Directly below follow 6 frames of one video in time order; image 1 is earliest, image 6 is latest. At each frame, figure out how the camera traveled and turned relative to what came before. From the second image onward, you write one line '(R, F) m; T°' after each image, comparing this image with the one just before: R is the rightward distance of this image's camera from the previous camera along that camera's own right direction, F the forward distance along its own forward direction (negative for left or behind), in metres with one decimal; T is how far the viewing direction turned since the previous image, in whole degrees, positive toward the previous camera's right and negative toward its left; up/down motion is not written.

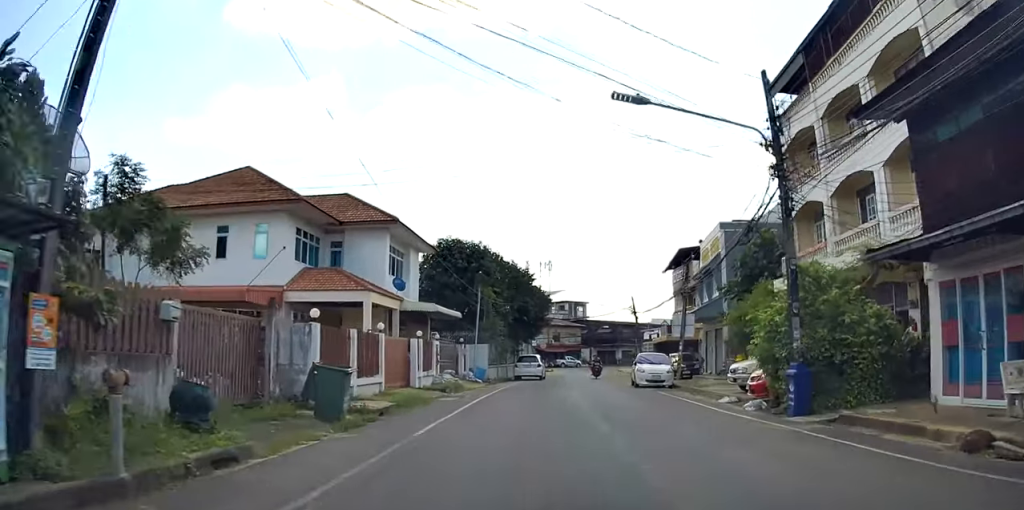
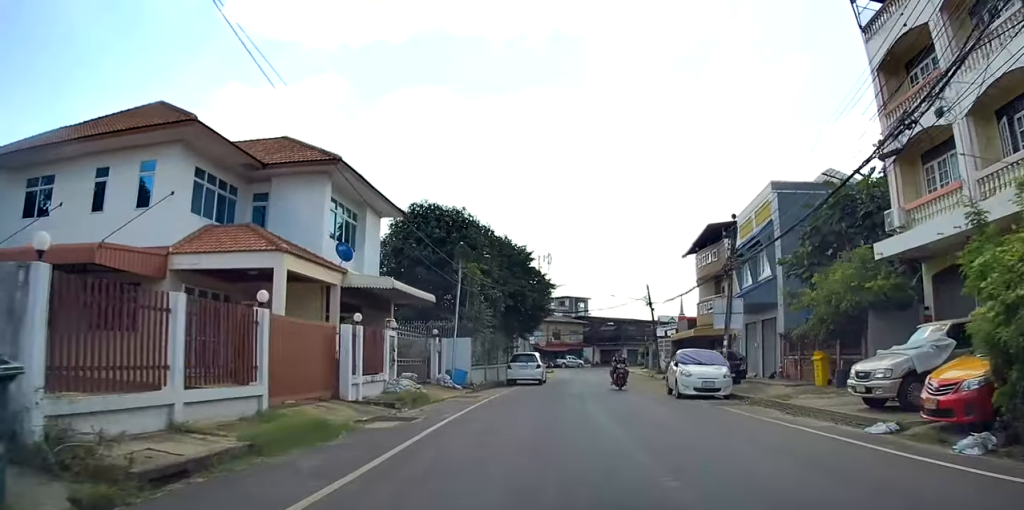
(+0.5, +8.8) m; 0°
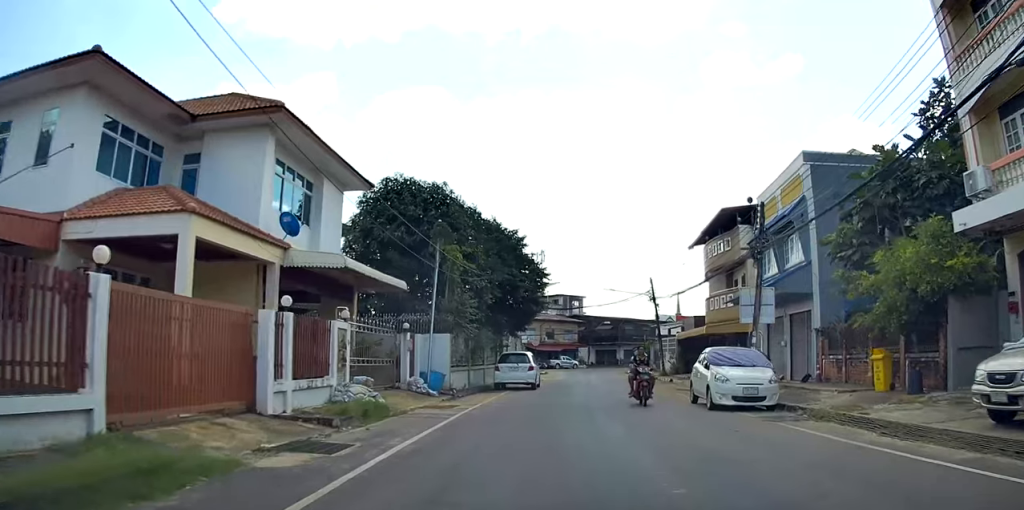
(-0.1, +4.2) m; -1°
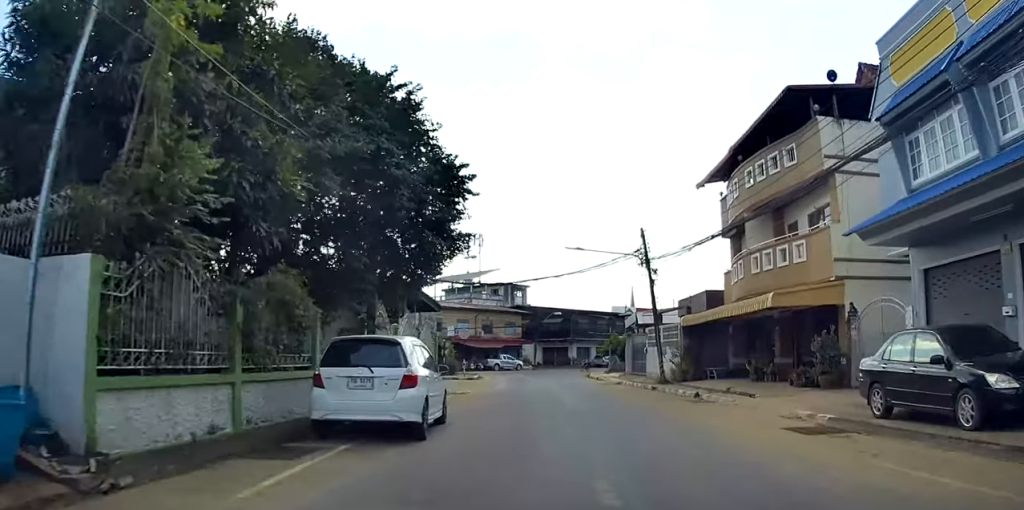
(-0.4, +16.2) m; 0°
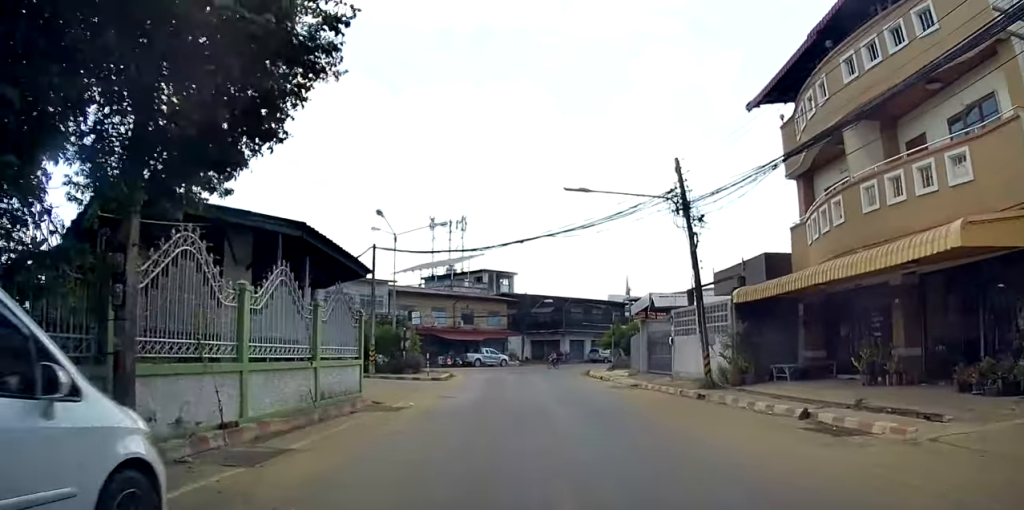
(+0.3, +8.8) m; +4°
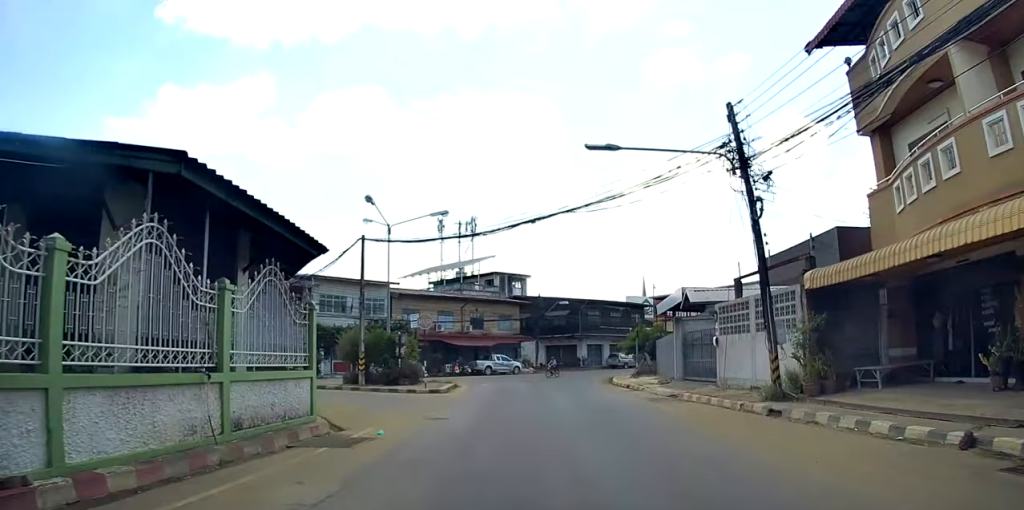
(+0.9, +4.4) m; -3°
